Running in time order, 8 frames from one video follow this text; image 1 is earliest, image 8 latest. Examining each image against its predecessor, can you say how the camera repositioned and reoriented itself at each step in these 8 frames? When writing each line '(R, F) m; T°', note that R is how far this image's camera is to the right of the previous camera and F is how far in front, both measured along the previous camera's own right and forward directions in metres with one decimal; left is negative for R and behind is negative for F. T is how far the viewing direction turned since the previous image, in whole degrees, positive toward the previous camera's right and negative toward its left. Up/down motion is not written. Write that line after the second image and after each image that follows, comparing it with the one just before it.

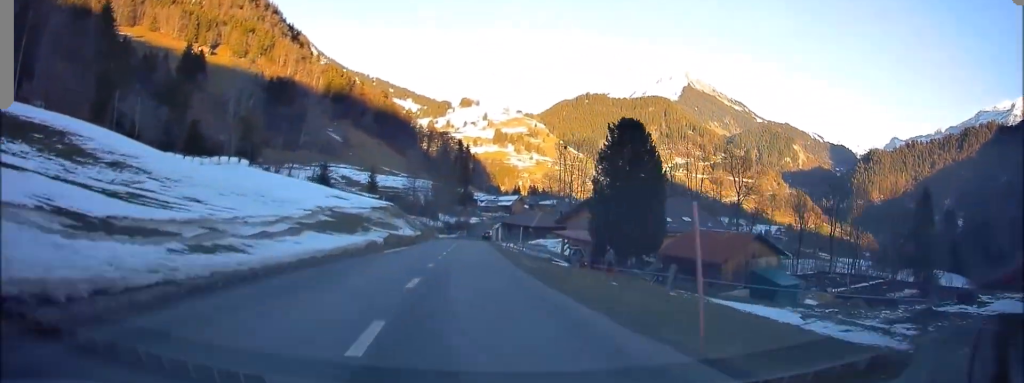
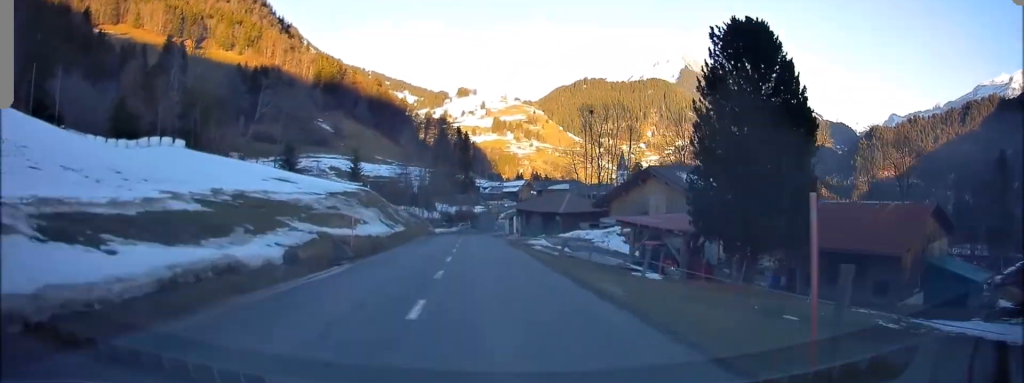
(-0.1, +21.5) m; 0°
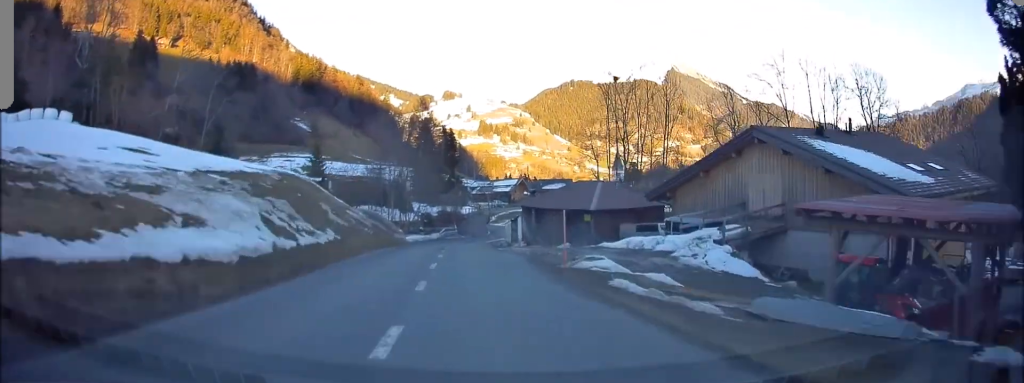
(+0.1, +20.5) m; +1°
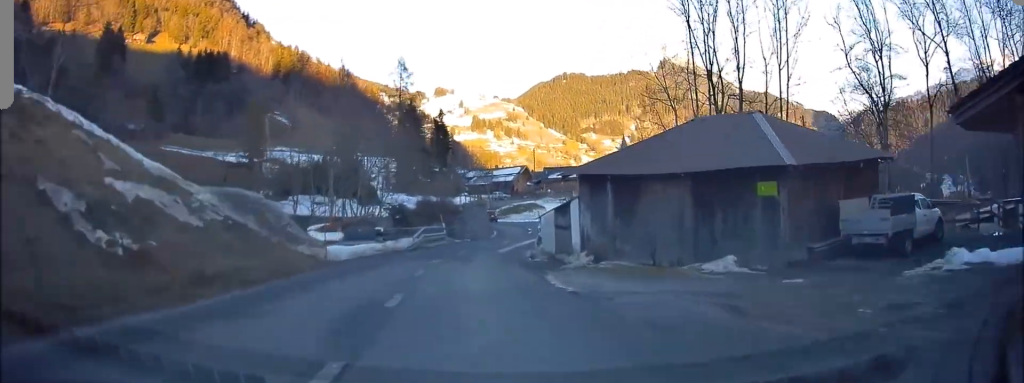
(+0.1, +25.5) m; +1°
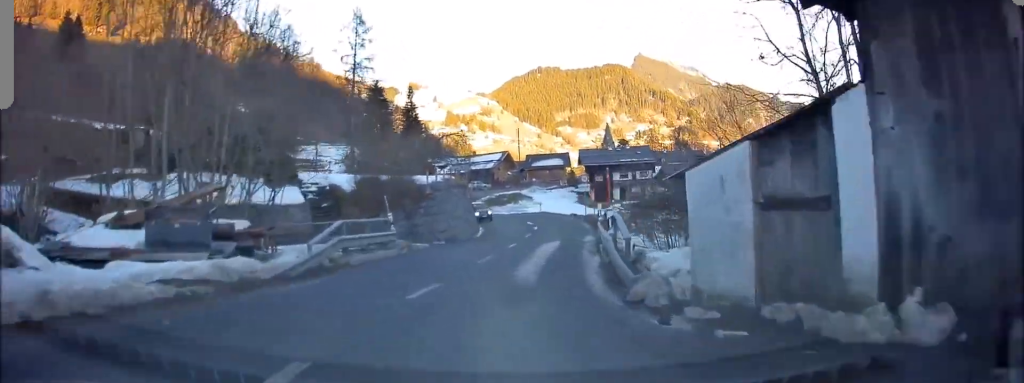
(+0.4, +18.0) m; +5°
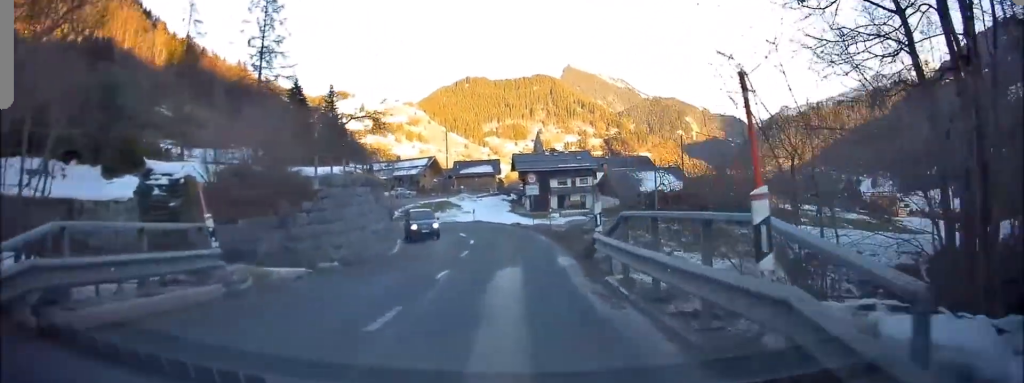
(+0.6, +9.0) m; +4°
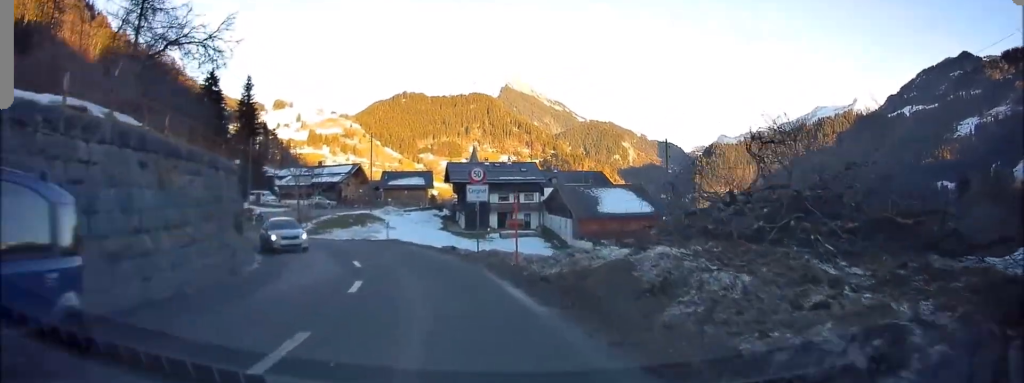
(+0.5, +13.0) m; +2°
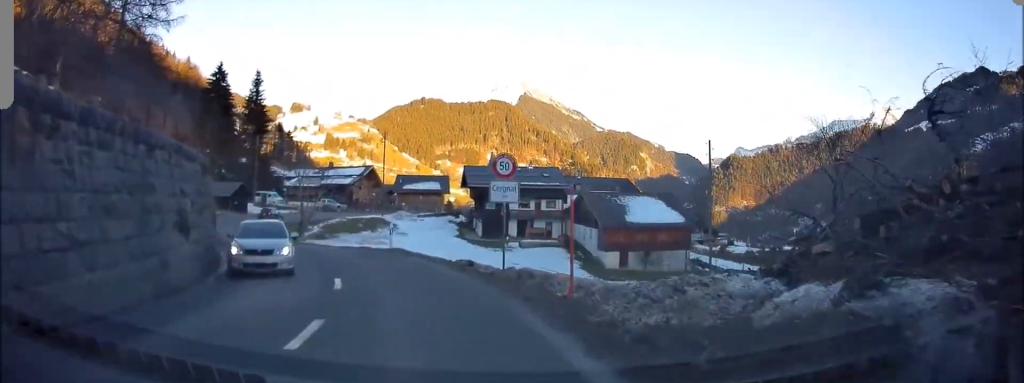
(0.0, +4.6) m; -3°
